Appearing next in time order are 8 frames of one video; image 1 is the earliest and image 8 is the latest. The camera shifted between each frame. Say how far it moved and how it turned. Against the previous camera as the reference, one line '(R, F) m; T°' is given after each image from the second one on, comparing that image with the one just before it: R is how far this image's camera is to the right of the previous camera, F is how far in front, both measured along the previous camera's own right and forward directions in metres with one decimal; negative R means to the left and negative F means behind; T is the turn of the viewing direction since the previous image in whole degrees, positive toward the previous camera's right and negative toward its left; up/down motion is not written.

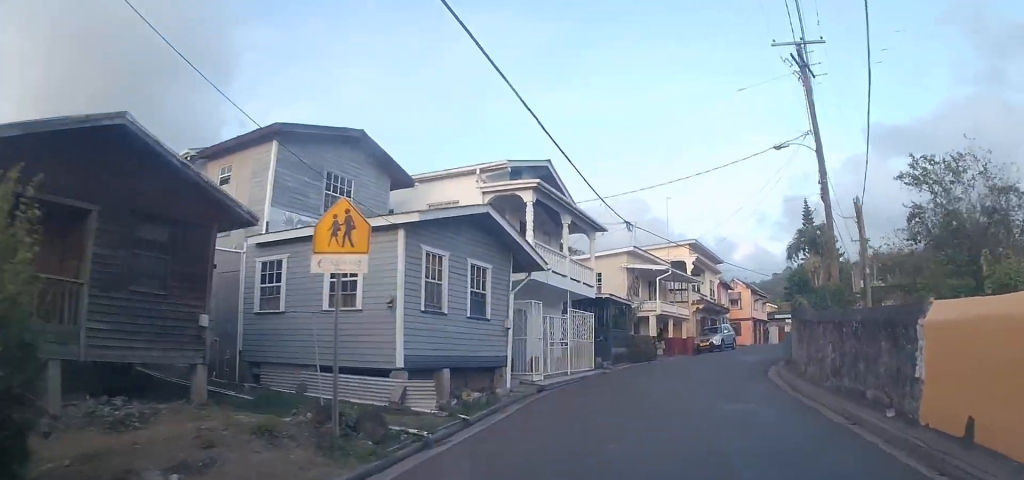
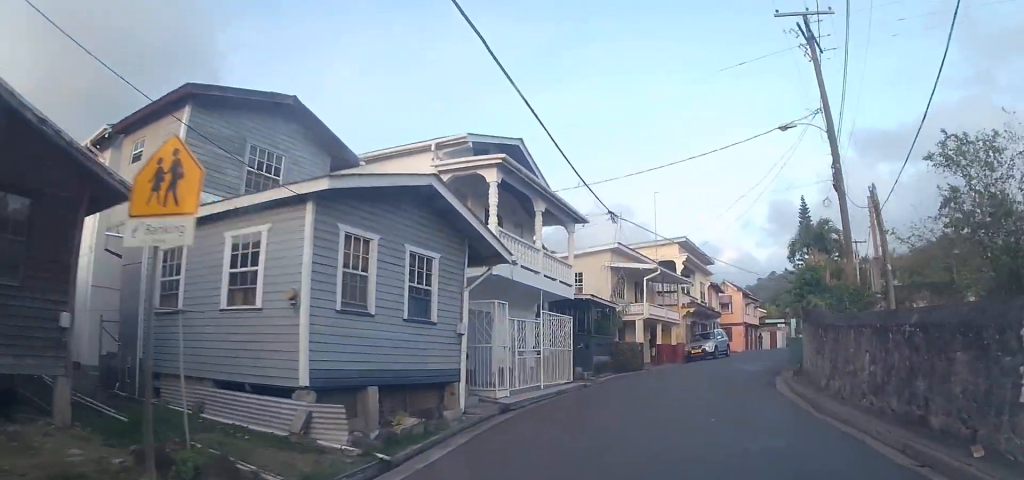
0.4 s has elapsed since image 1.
(0.0, +3.2) m; 0°
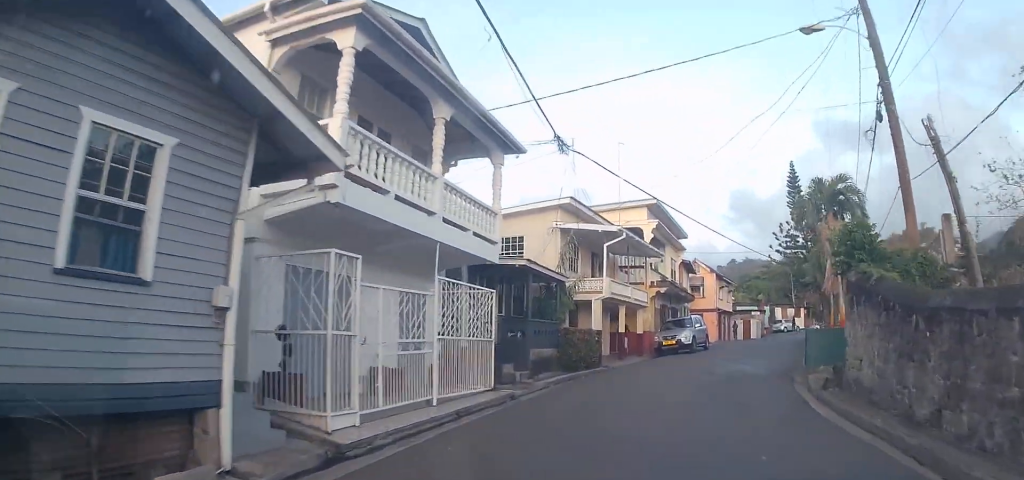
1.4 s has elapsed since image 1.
(0.0, +6.6) m; 0°
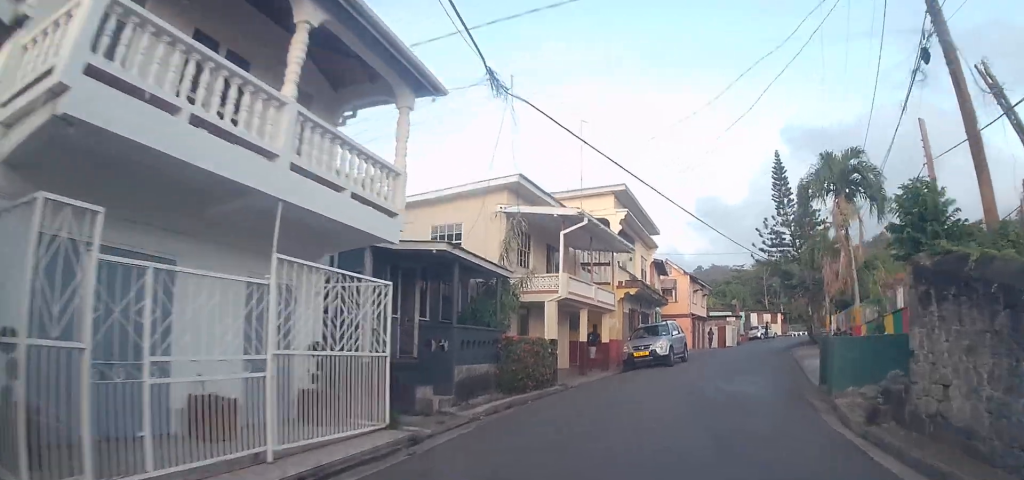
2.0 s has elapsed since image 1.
(0.0, +4.2) m; 0°
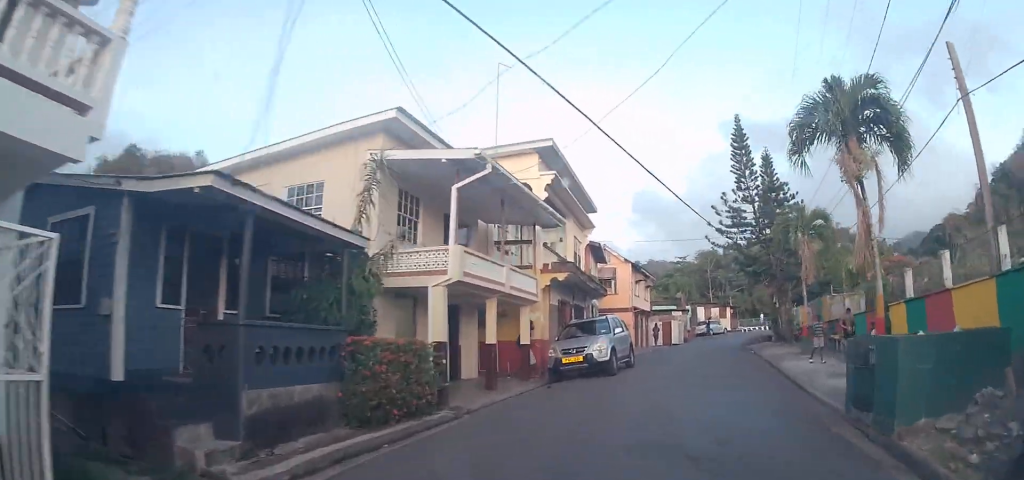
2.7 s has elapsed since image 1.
(0.0, +5.3) m; +1°
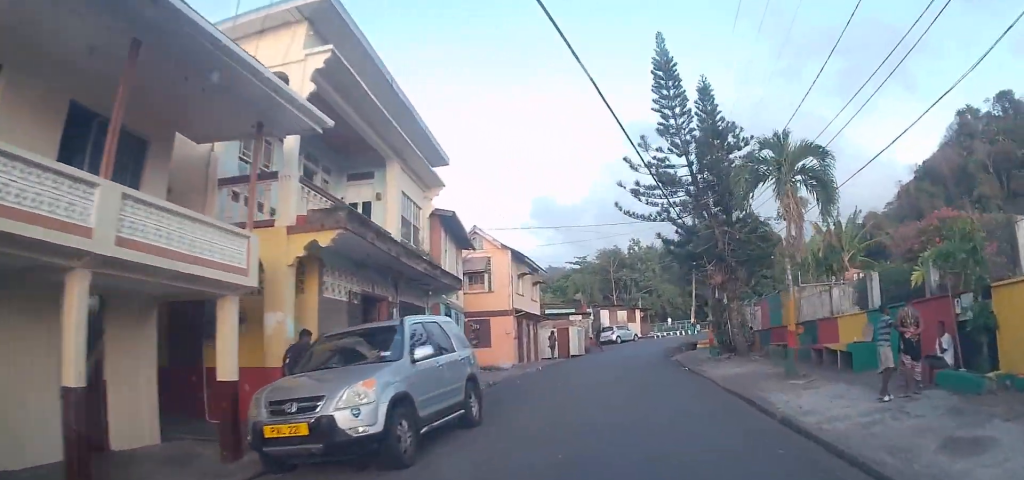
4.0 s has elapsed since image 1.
(+0.5, +10.0) m; +3°
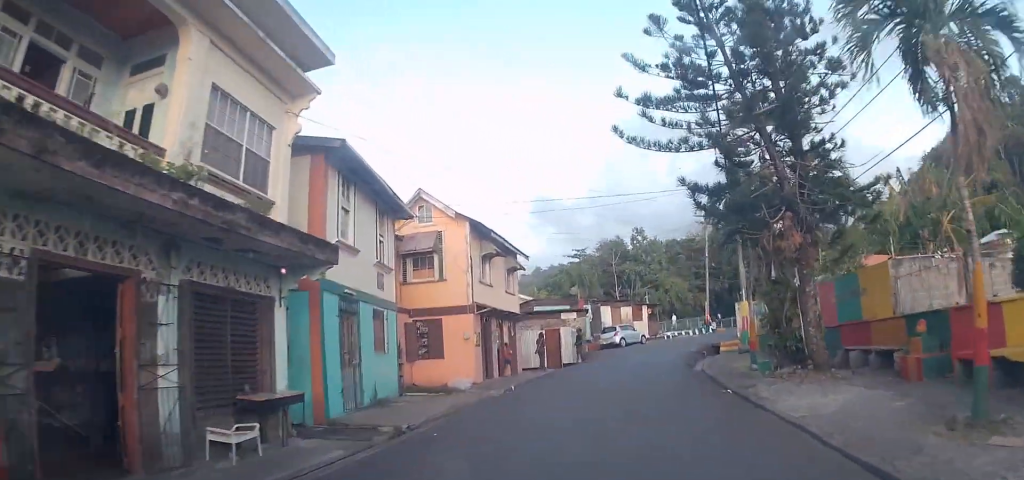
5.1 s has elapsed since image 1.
(-0.1, +8.1) m; +3°
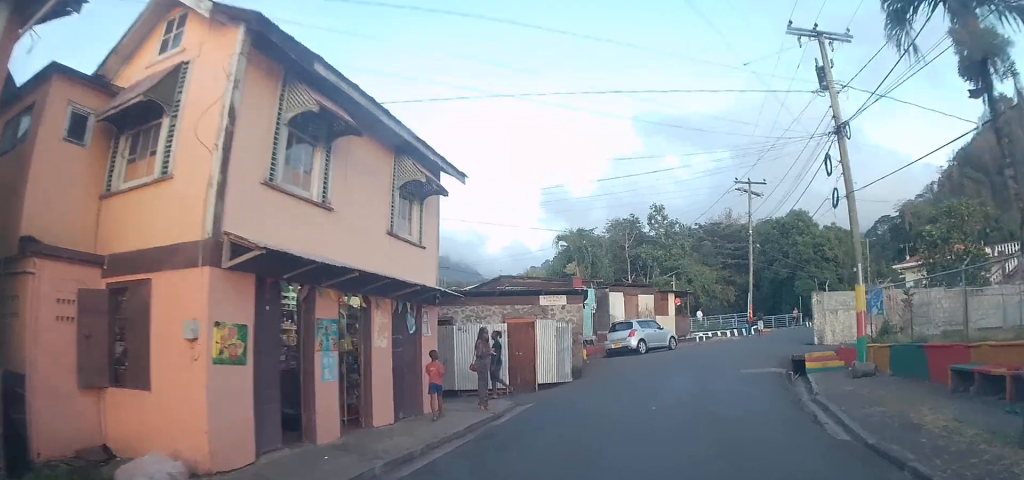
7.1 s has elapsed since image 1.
(+2.5, +13.7) m; +13°
